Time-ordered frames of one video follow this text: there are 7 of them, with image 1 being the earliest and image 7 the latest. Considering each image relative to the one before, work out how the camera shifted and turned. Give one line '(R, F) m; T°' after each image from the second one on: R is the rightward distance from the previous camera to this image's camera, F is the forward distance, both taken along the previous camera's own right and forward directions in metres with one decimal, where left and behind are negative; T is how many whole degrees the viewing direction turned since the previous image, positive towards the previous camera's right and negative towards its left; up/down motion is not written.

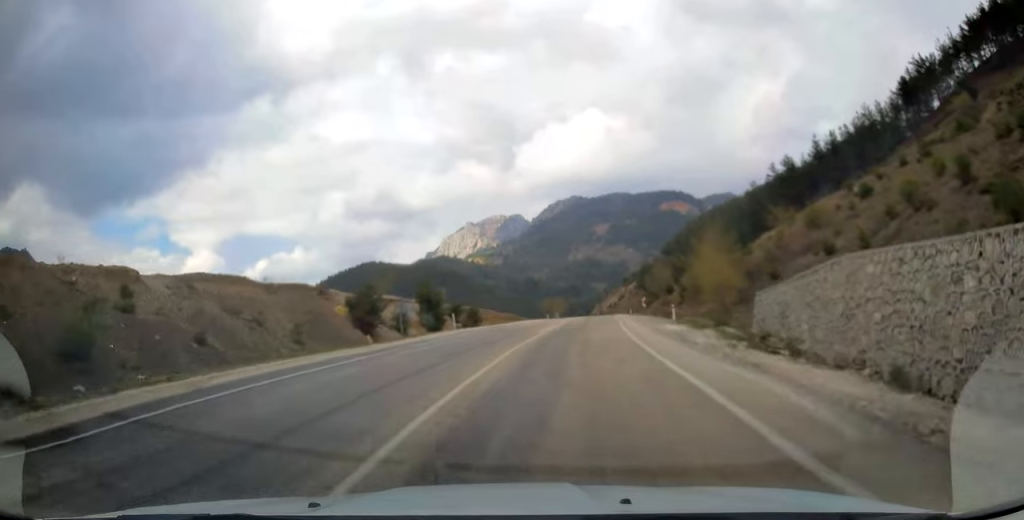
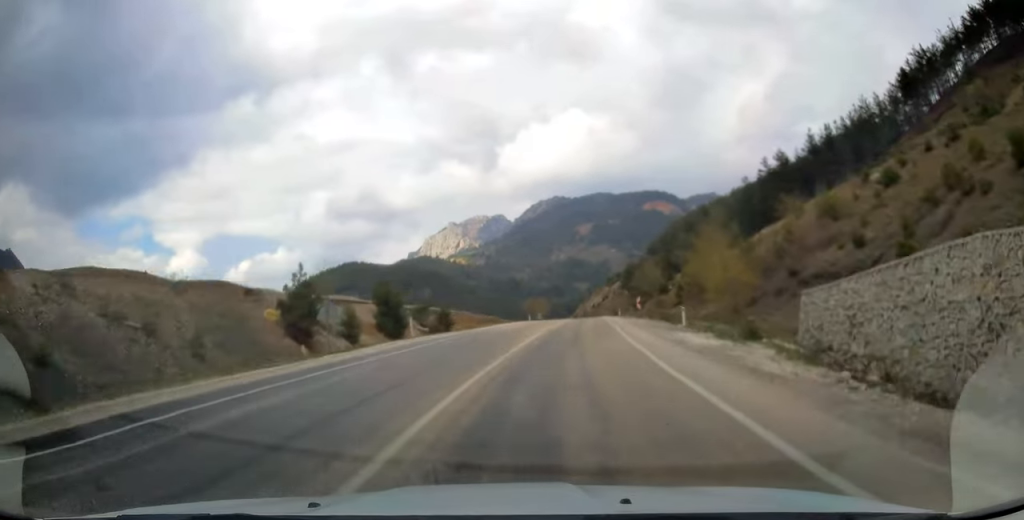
(+0.1, +7.0) m; +1°
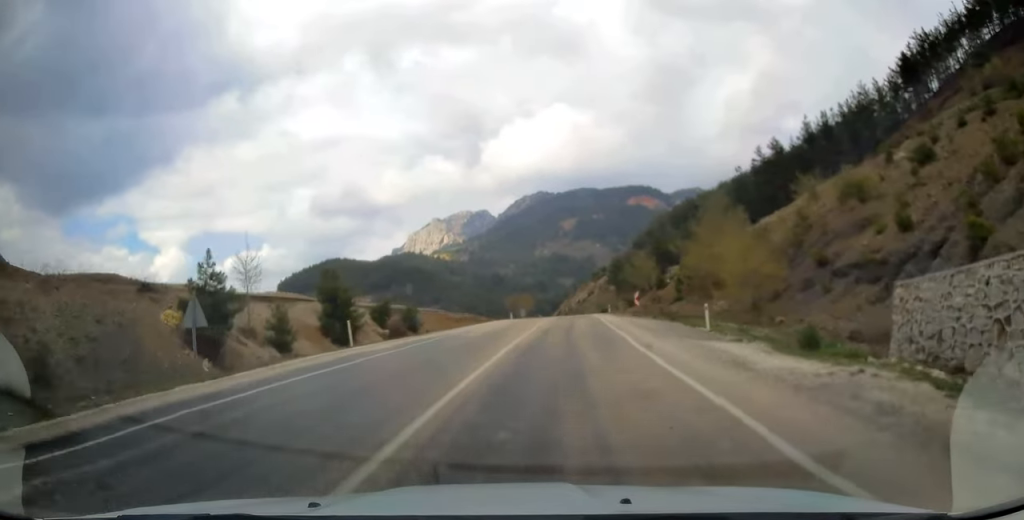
(-0.1, +7.0) m; +1°
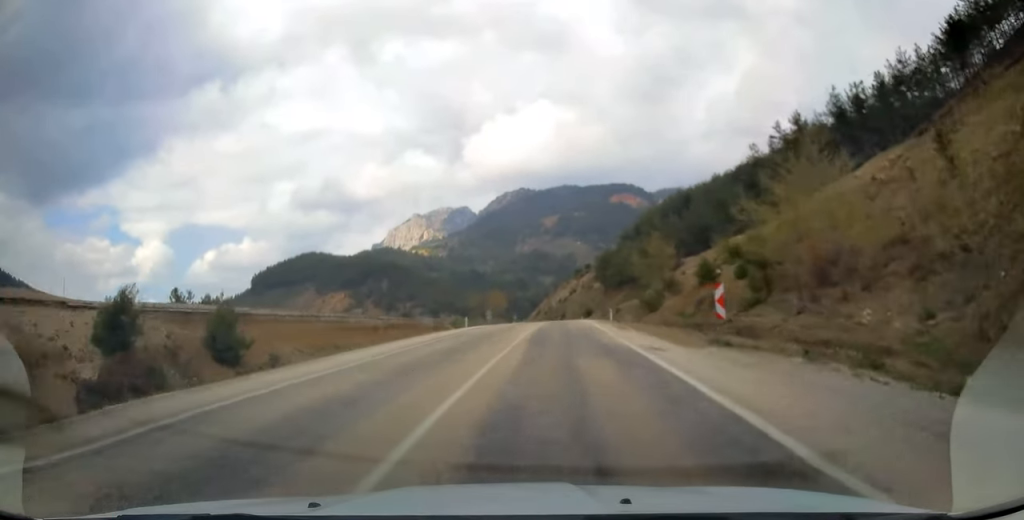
(+0.8, +23.9) m; +3°
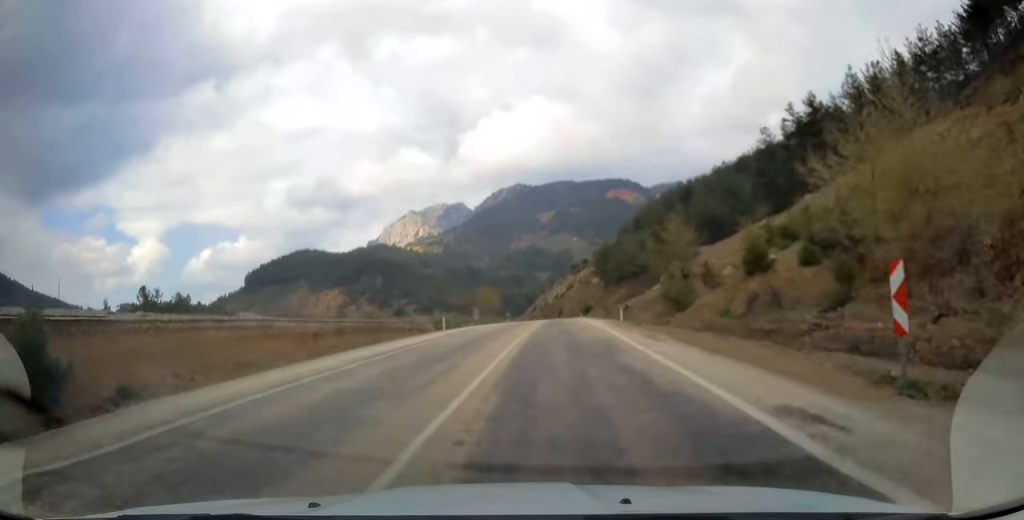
(+0.1, +9.3) m; 0°
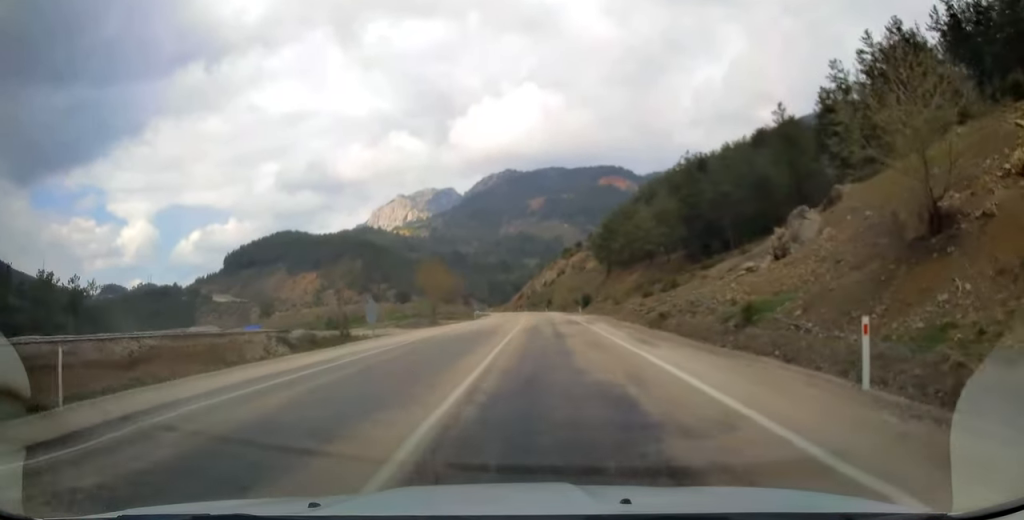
(0.0, +33.7) m; +1°
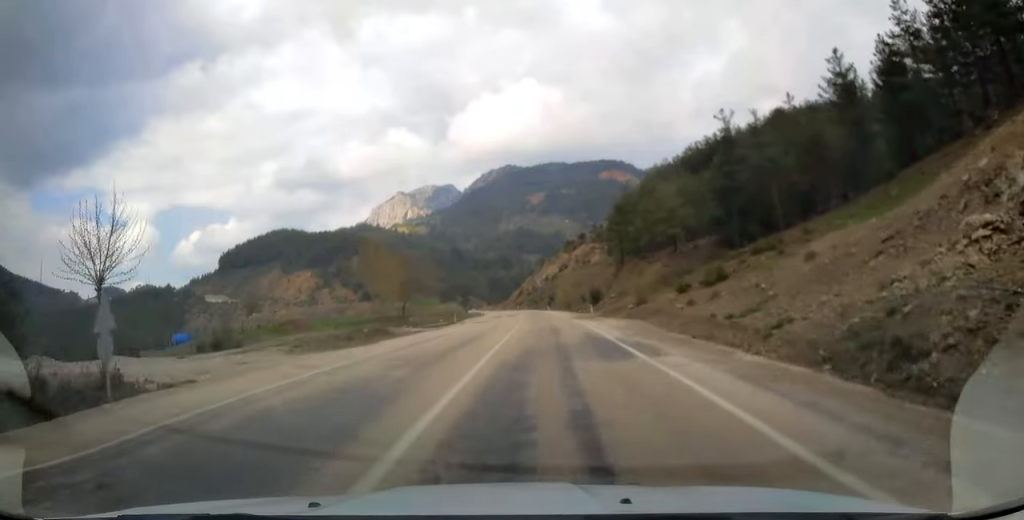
(+0.1, +18.7) m; 0°
